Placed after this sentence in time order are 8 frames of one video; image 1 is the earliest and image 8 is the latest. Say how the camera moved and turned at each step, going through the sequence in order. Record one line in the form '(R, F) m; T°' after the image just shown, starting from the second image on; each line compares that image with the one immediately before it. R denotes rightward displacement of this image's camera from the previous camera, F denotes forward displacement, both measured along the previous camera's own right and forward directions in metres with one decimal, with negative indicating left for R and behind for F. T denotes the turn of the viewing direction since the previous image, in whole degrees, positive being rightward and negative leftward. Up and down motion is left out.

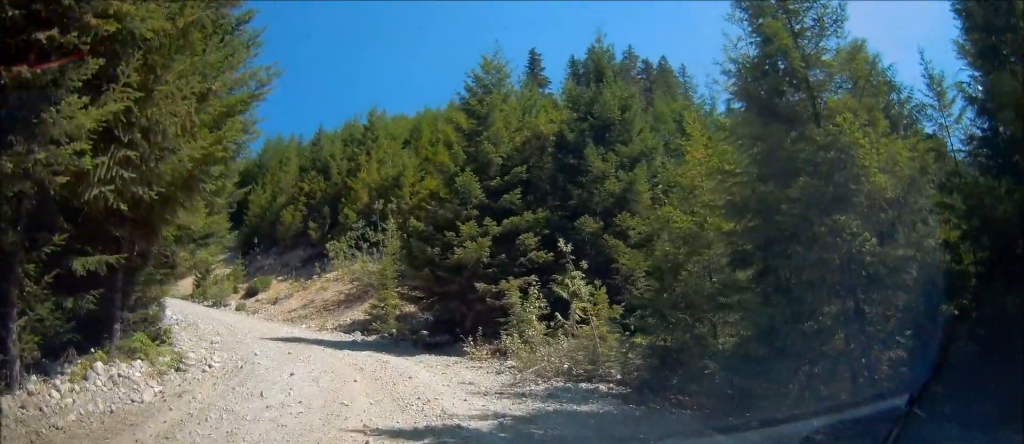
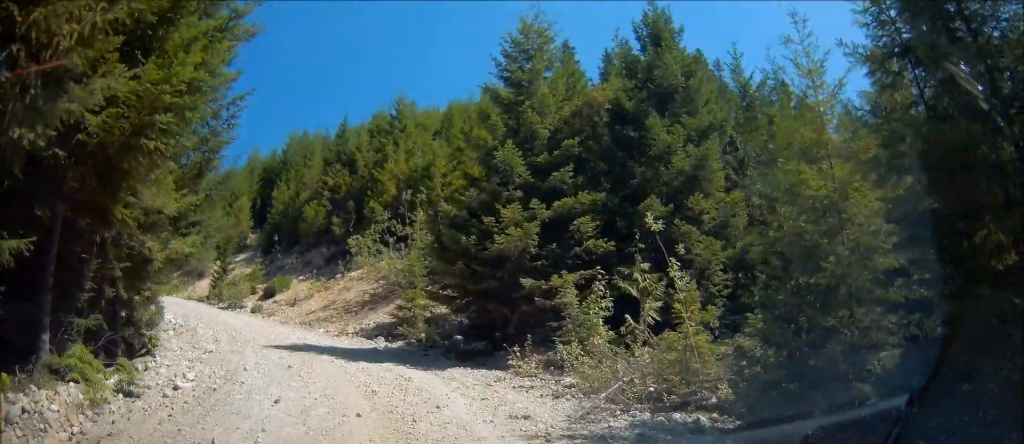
(+0.1, +3.3) m; +2°
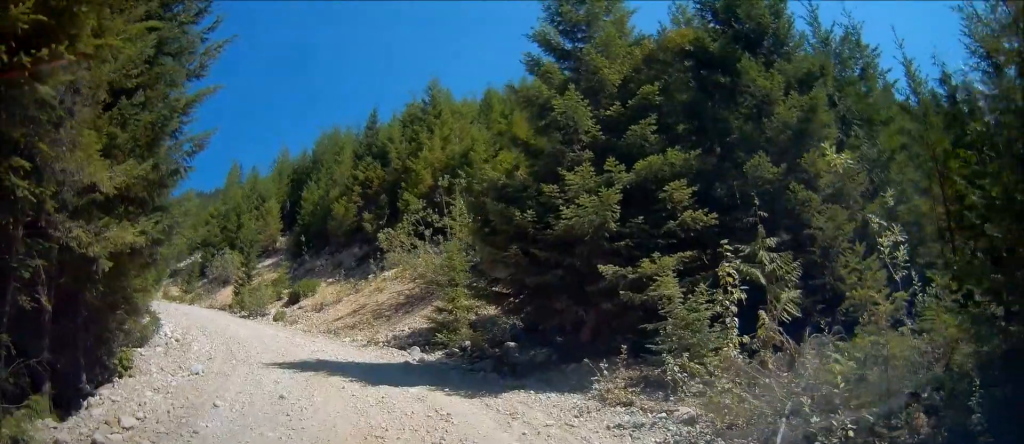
(-0.1, +3.7) m; -12°
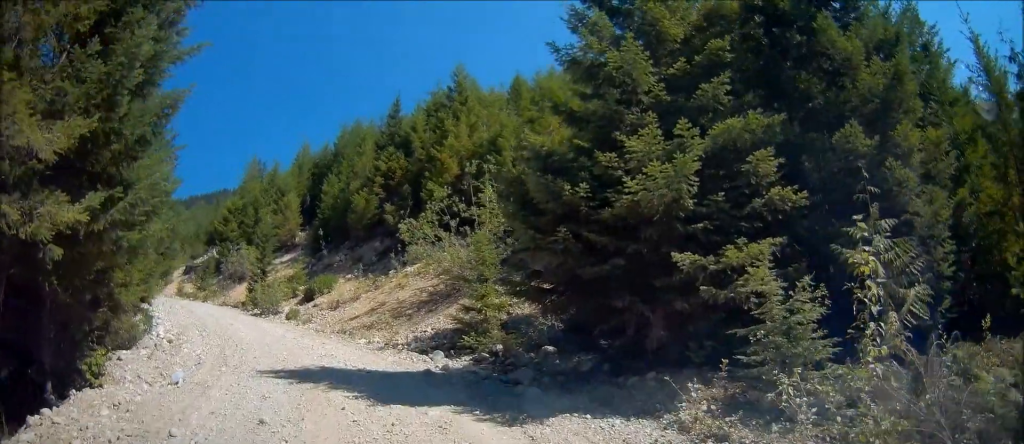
(-0.3, +2.2) m; -11°
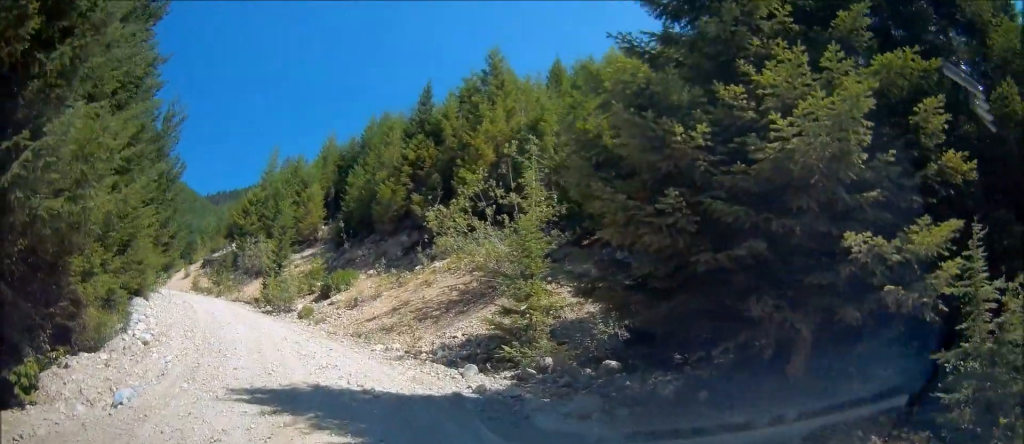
(-0.2, +3.0) m; -7°
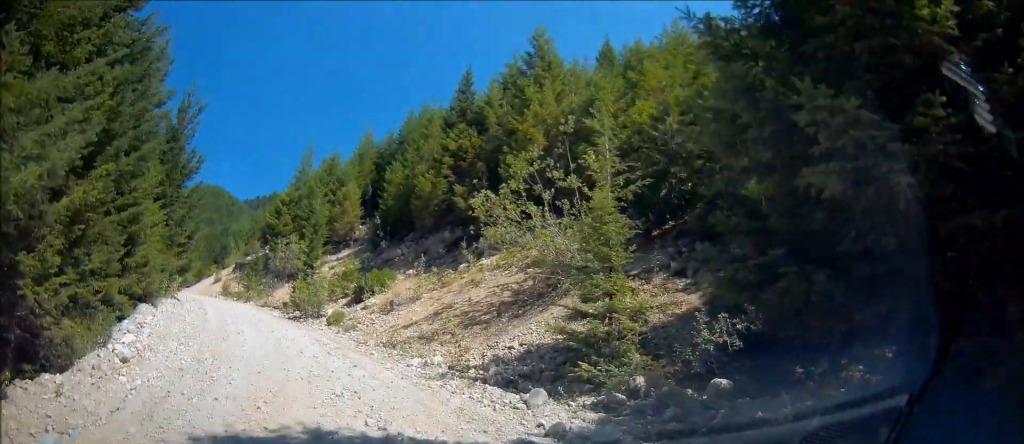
(-0.2, +2.8) m; -1°
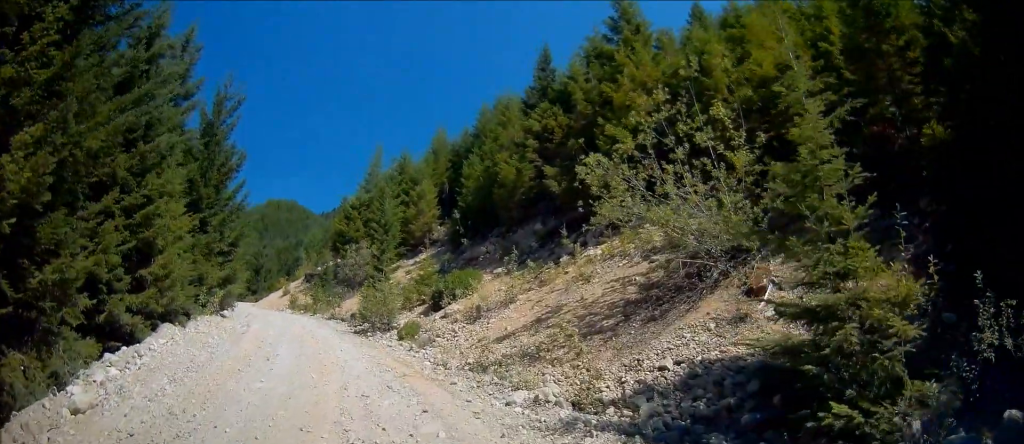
(+0.1, +4.1) m; -2°
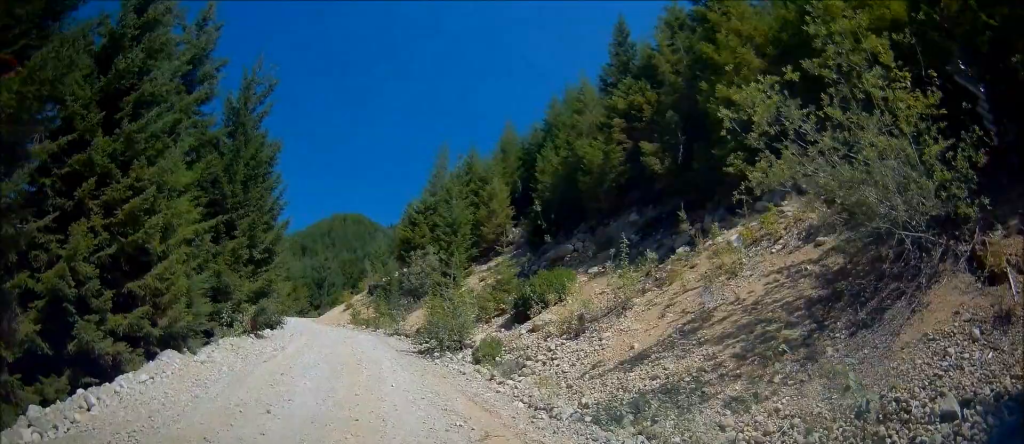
(-0.6, +4.3) m; -18°
